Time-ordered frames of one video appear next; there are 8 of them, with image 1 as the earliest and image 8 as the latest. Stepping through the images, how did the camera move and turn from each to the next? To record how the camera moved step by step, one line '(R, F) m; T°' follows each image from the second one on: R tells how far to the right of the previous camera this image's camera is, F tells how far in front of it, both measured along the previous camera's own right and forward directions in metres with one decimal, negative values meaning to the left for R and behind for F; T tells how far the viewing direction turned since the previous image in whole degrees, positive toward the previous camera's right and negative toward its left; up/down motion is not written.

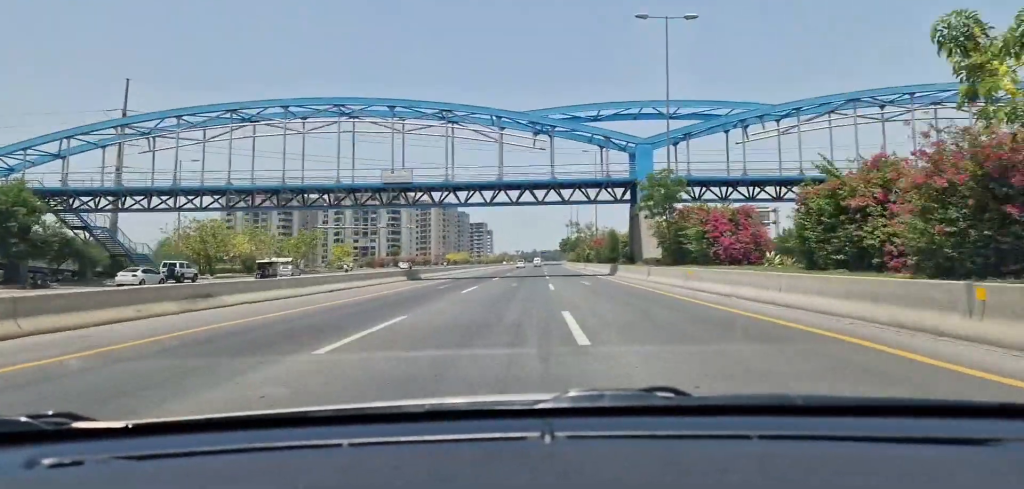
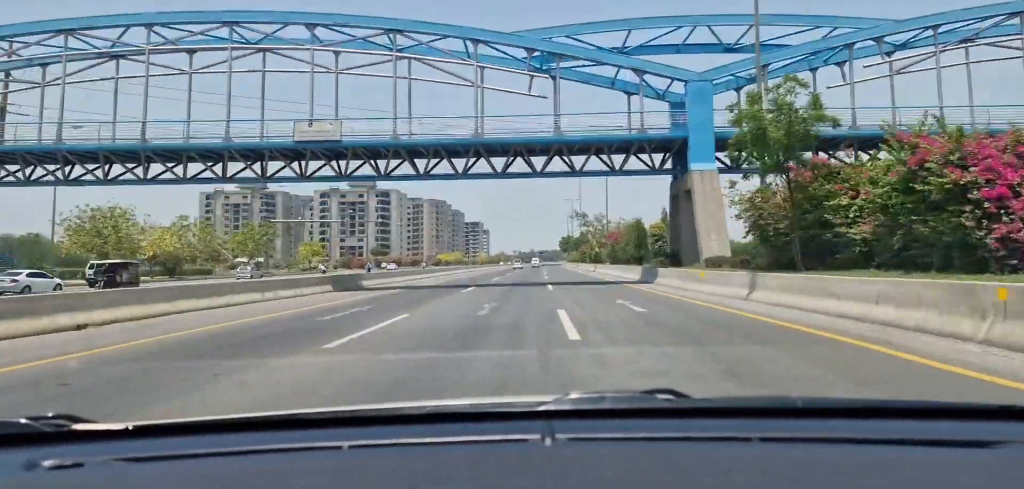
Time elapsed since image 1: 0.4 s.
(+0.1, +18.2) m; 0°
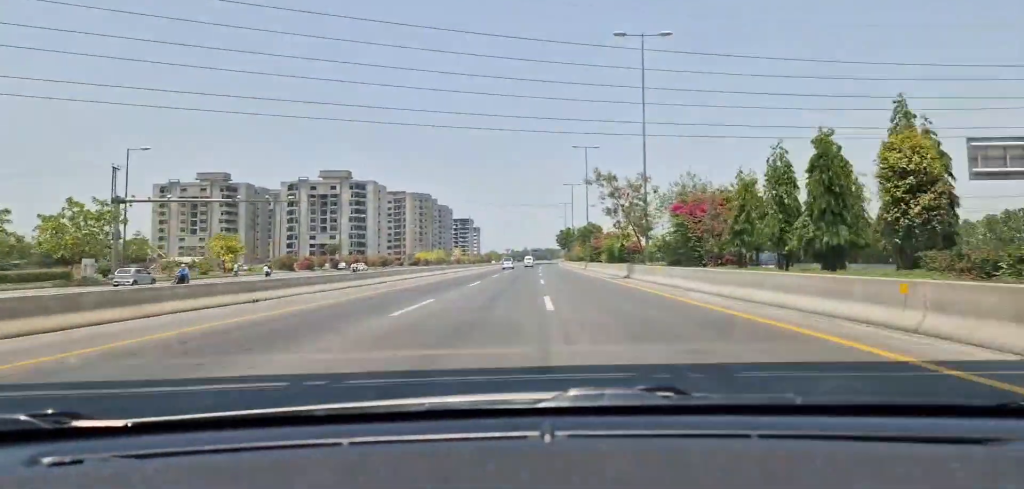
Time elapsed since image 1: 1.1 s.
(+0.1, +30.4) m; +1°
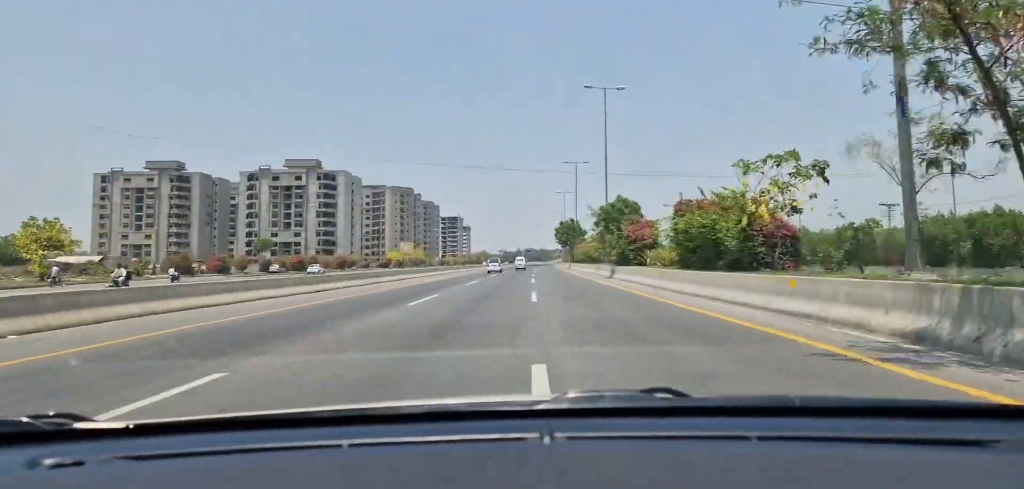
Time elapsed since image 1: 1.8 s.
(-0.1, +31.0) m; +1°
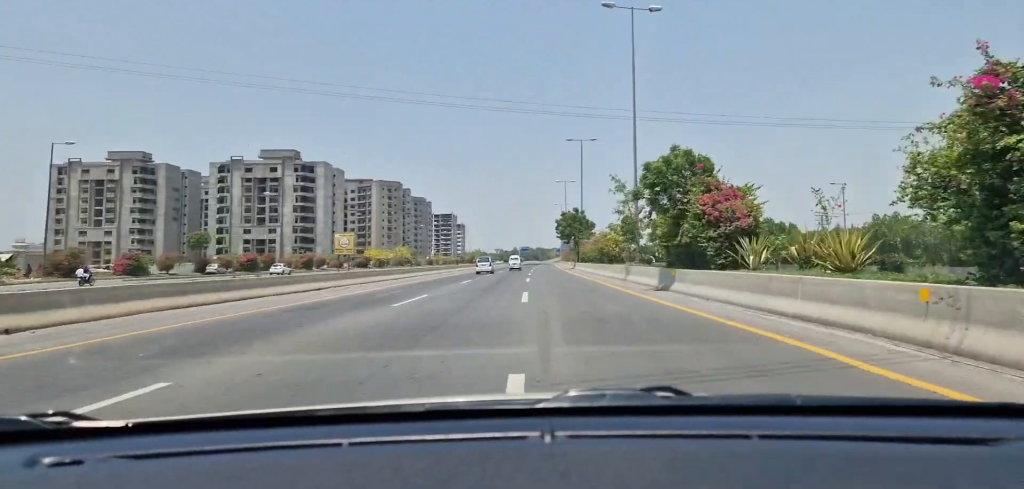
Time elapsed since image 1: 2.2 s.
(+0.4, +18.0) m; +1°
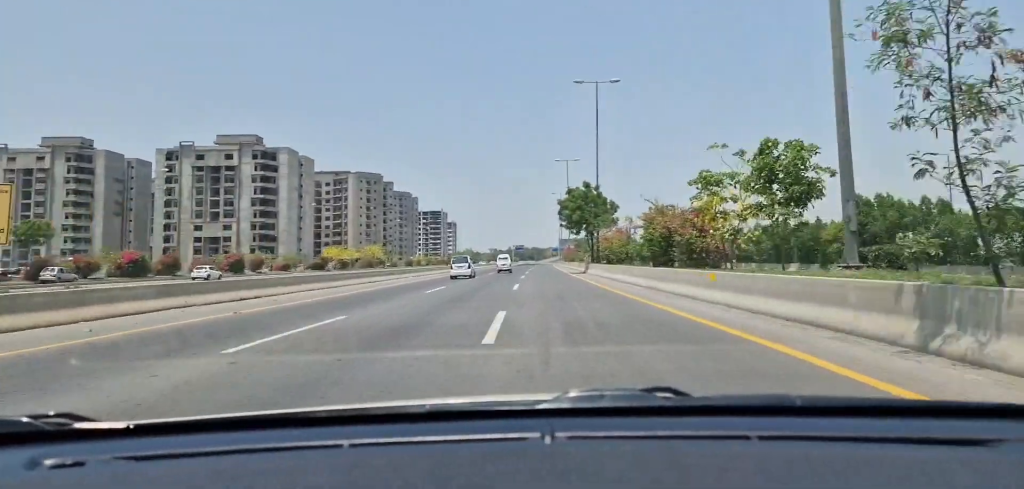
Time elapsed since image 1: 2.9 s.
(+0.3, +27.4) m; 0°
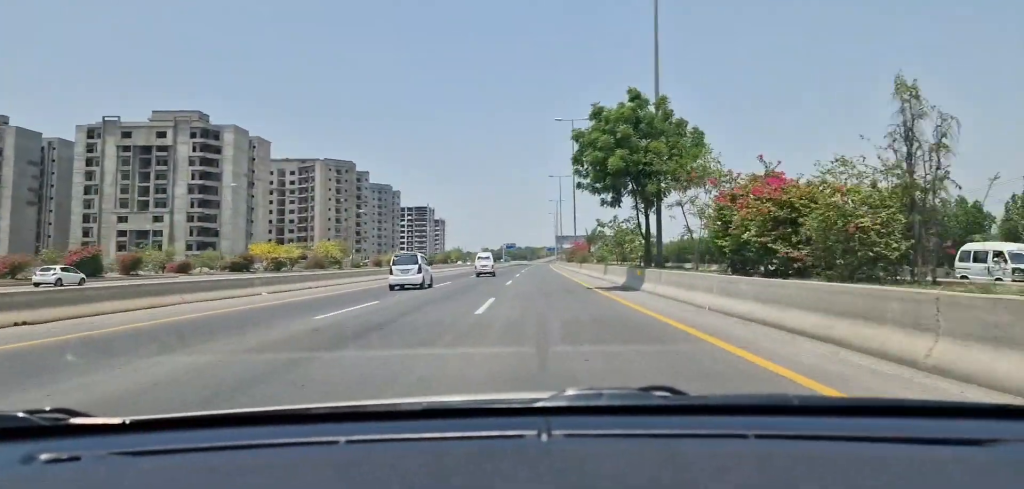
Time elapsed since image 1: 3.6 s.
(0.0, +31.1) m; -1°
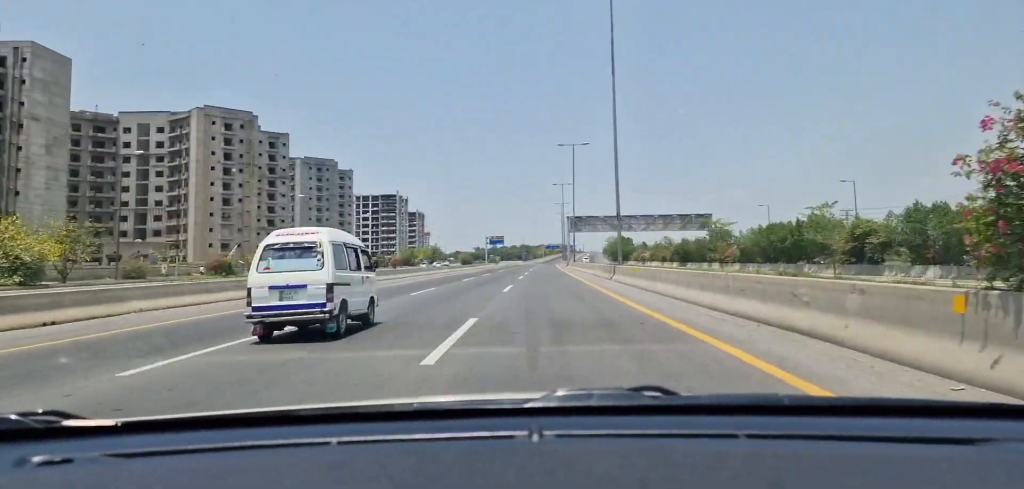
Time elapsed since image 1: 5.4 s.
(-0.9, +79.5) m; -1°
